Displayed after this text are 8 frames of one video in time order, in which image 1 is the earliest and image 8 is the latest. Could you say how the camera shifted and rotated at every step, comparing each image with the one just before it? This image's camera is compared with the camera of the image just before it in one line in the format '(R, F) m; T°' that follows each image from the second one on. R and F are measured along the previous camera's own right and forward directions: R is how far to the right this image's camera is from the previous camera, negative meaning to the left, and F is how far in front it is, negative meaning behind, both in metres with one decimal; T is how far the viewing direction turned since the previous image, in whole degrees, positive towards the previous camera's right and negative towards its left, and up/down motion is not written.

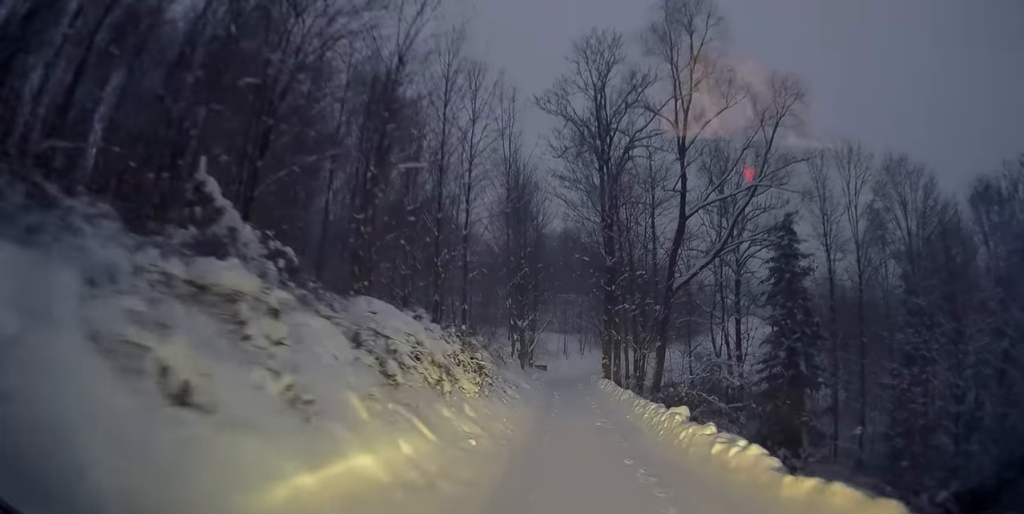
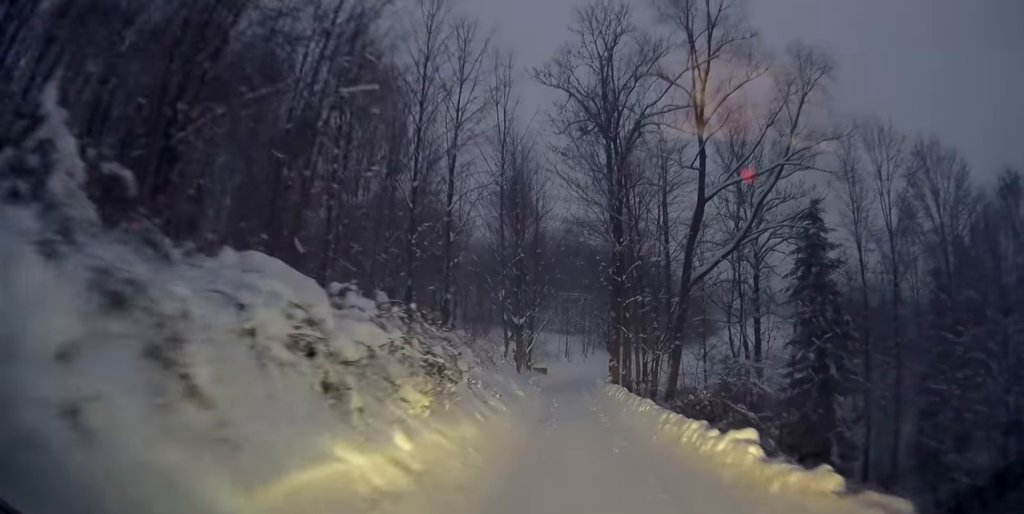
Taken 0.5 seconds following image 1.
(+0.1, +4.2) m; 0°
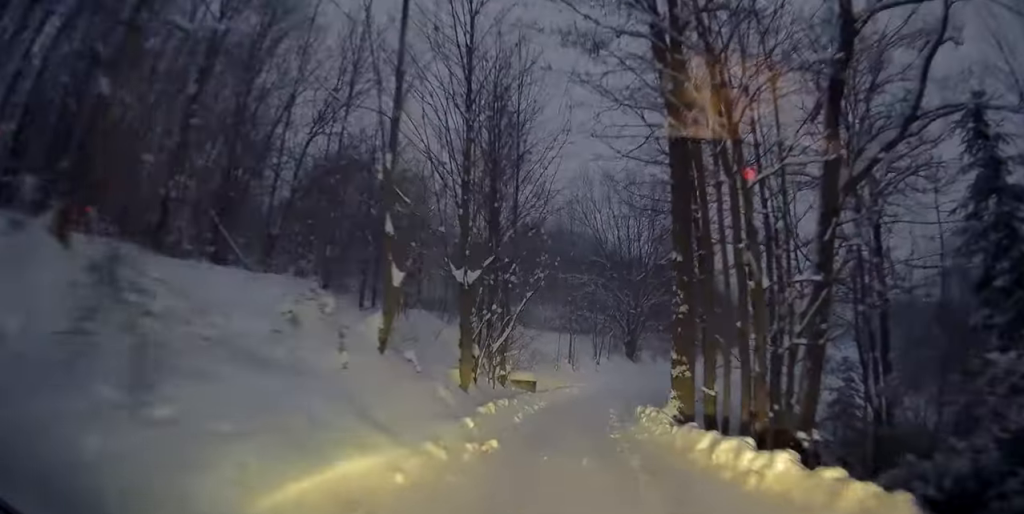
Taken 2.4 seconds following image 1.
(-0.2, +16.3) m; -2°
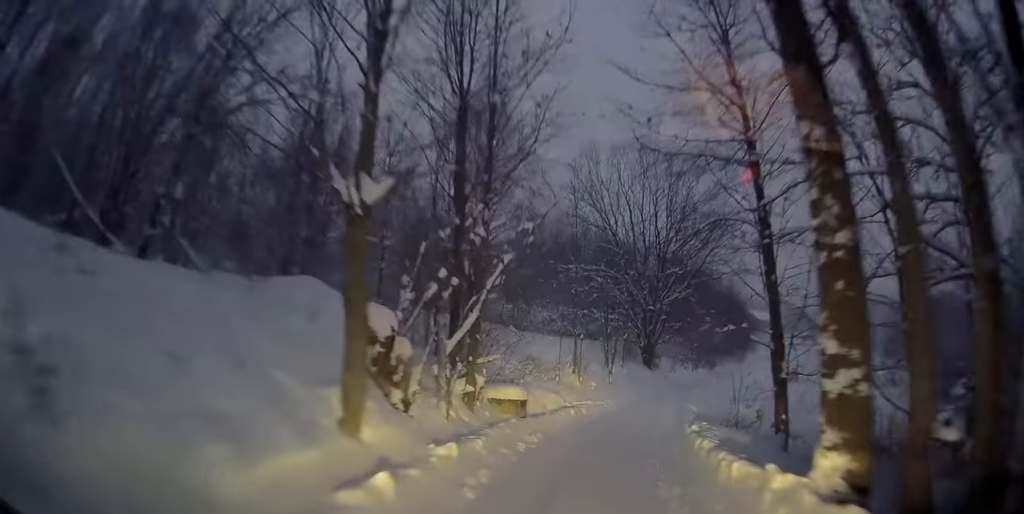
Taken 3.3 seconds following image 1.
(0.0, +7.2) m; 0°
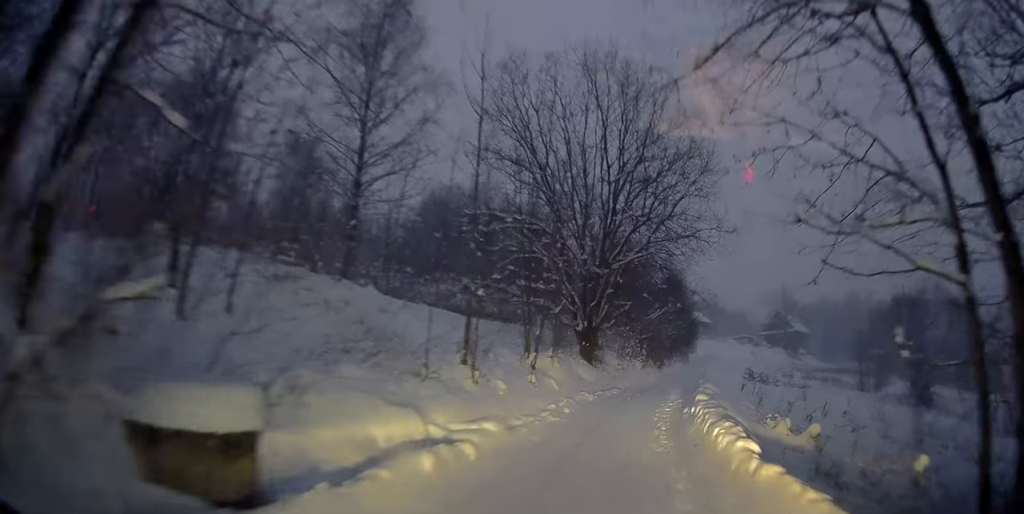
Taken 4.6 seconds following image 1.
(+0.2, +10.3) m; +5°
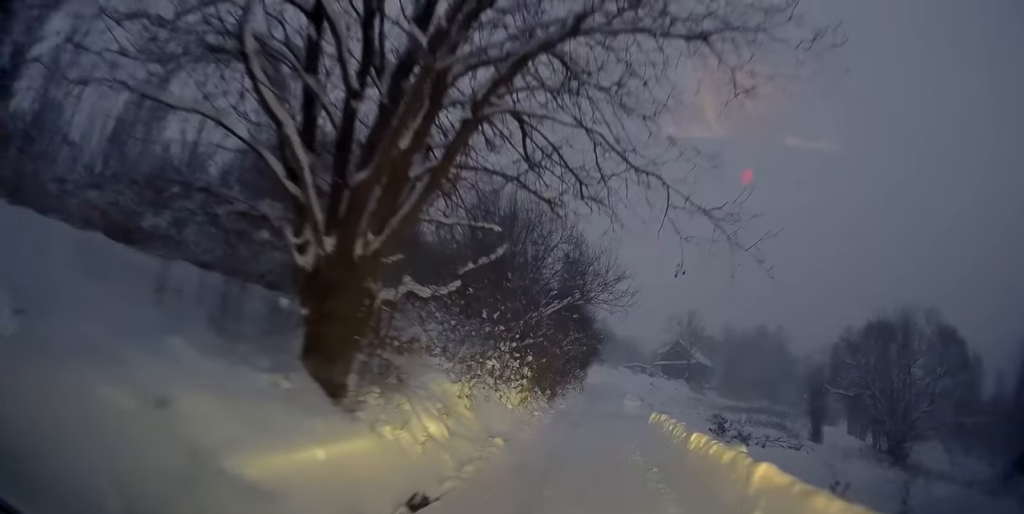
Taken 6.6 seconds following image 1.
(+1.7, +15.9) m; +14°
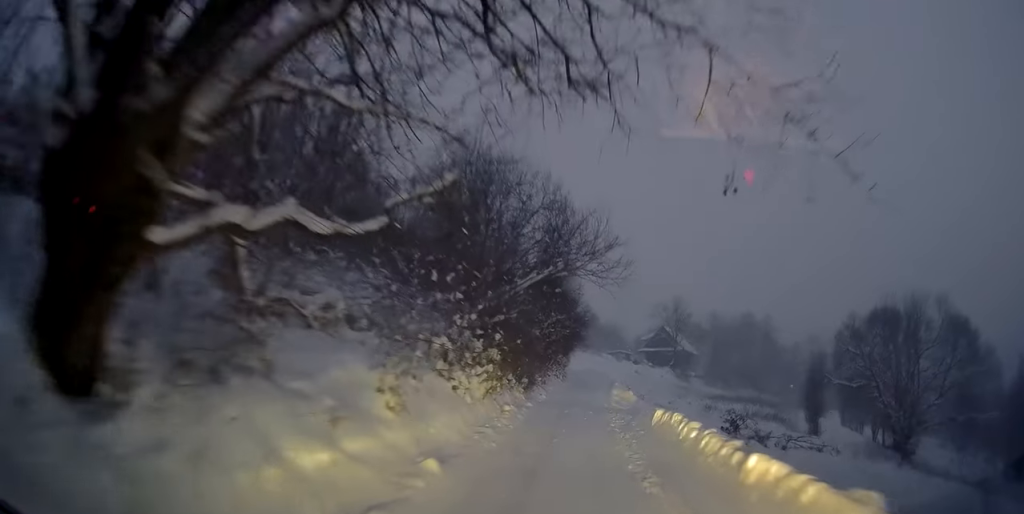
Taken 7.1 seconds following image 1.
(+0.1, +3.5) m; +3°
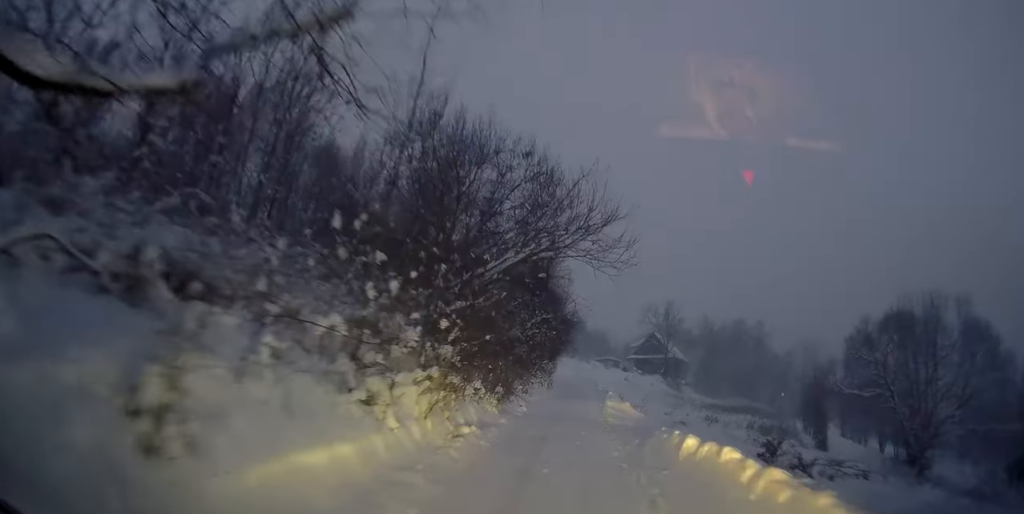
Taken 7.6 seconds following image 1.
(+0.4, +3.8) m; +3°
